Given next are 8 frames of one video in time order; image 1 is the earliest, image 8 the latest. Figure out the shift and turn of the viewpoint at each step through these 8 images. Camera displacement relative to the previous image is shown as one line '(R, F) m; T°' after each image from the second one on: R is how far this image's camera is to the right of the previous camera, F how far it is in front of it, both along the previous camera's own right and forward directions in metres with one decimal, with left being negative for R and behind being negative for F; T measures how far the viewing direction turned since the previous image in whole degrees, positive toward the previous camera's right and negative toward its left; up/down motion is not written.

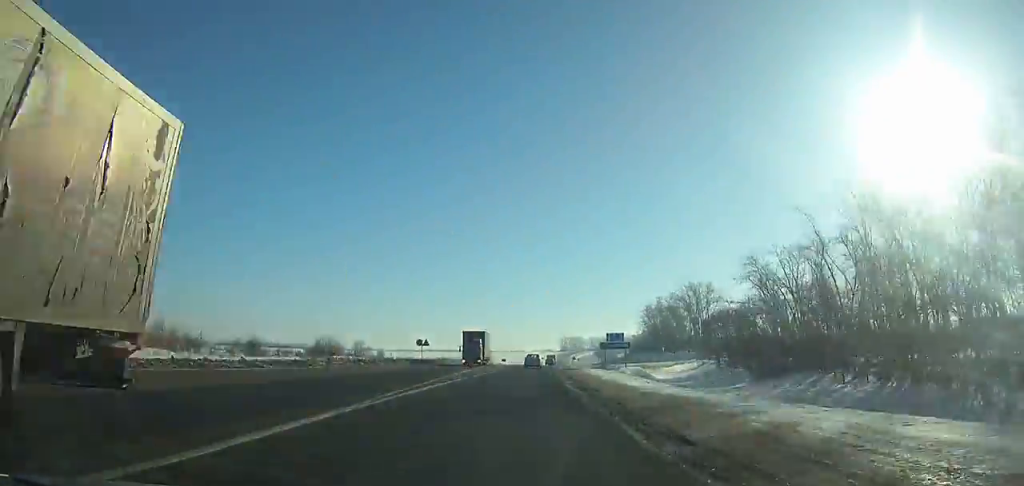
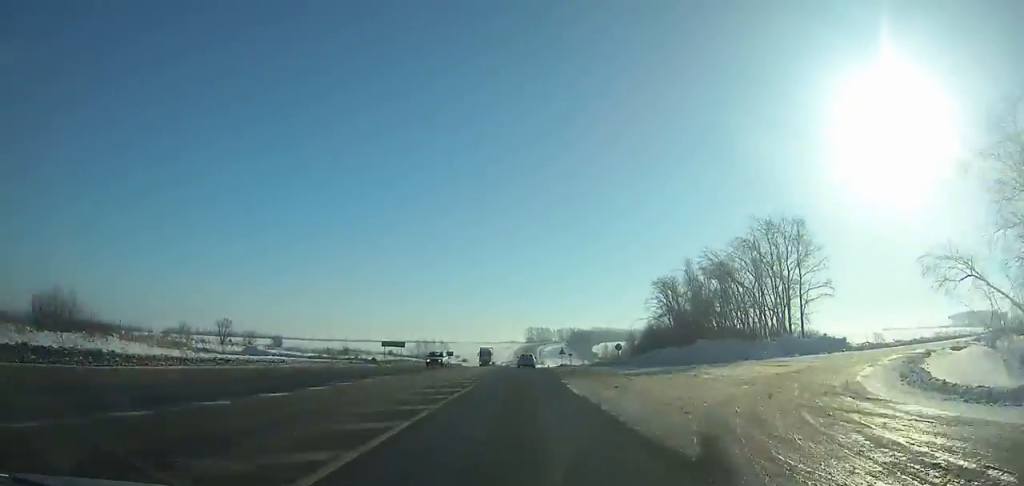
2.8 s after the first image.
(+1.2, +64.8) m; +1°
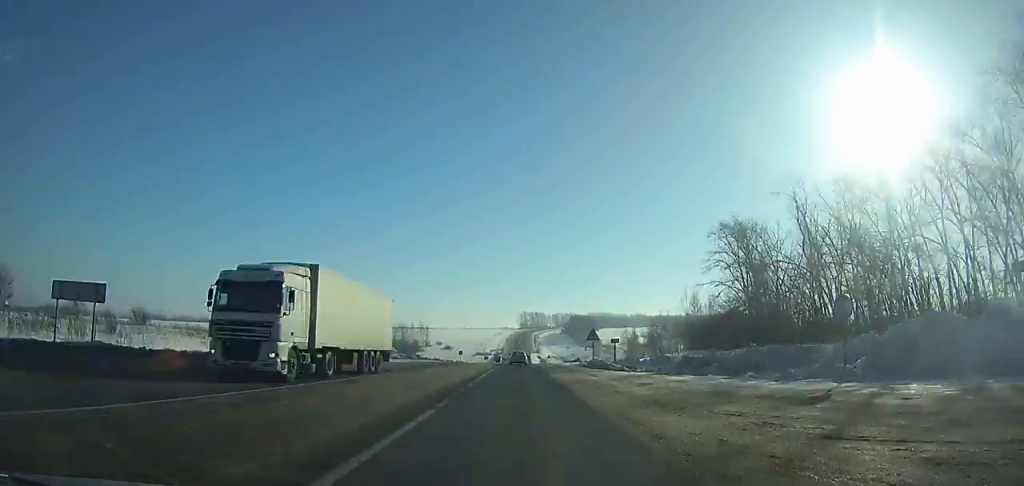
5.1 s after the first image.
(+0.5, +53.5) m; +1°
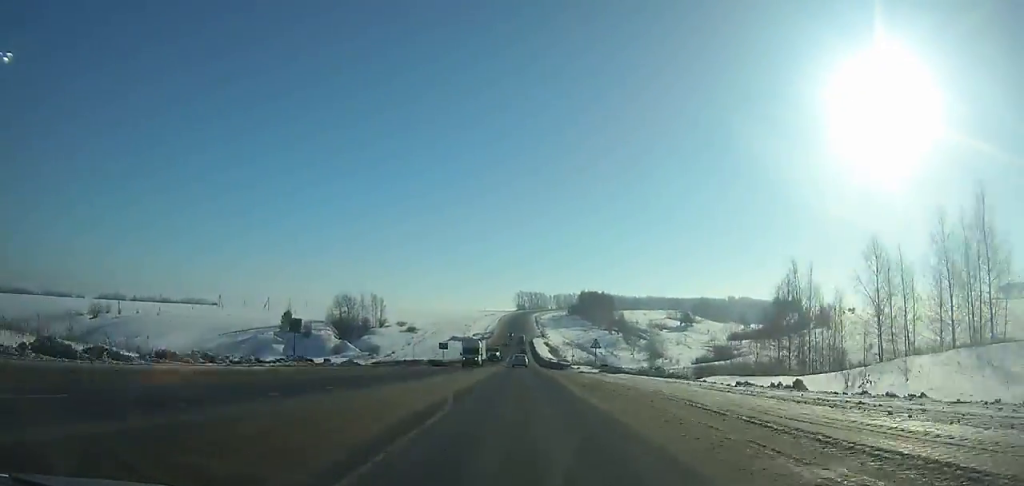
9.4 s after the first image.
(+0.8, +101.3) m; +1°
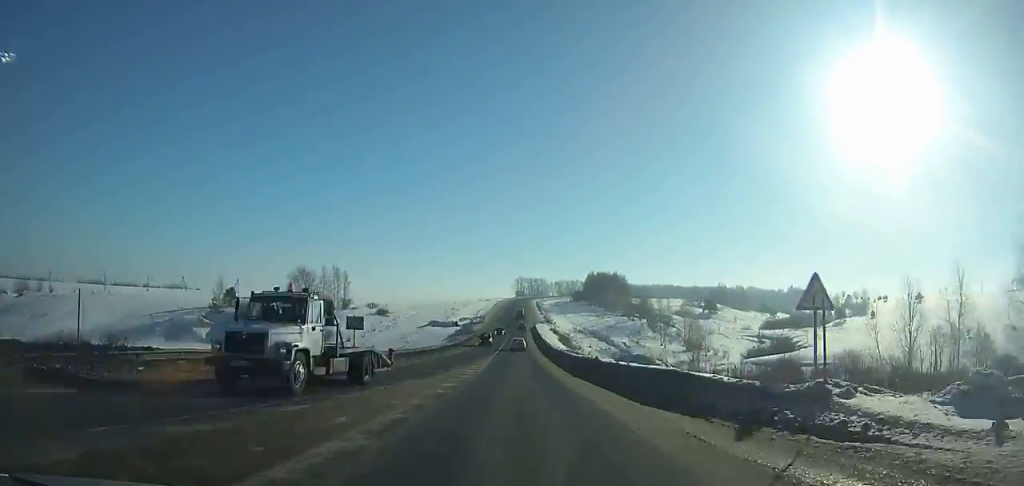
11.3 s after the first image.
(+0.1, +45.4) m; 0°
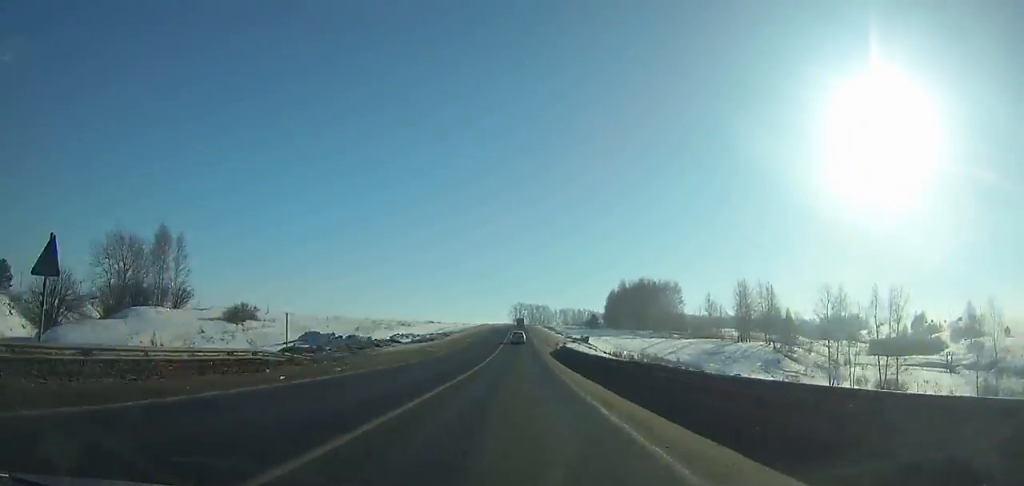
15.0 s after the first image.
(+0.2, +89.1) m; 0°
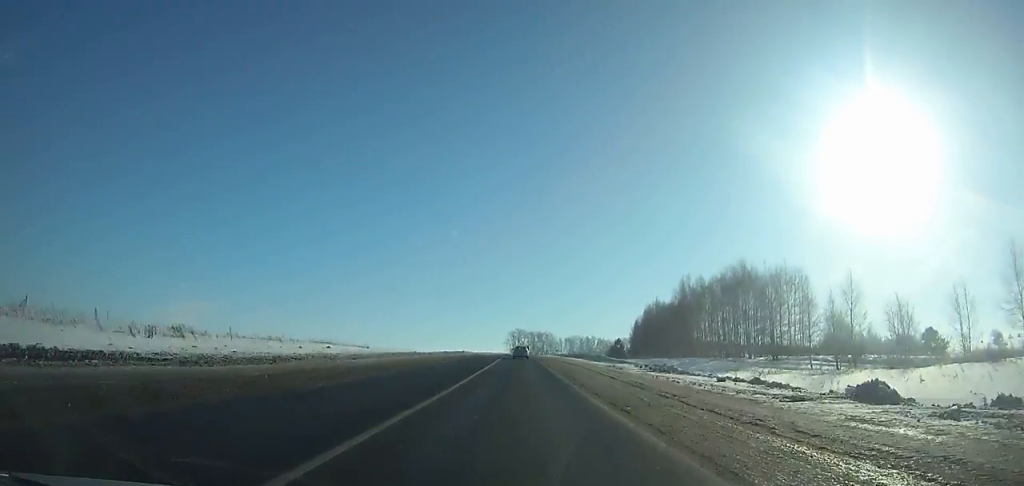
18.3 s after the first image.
(+0.2, +79.3) m; 0°
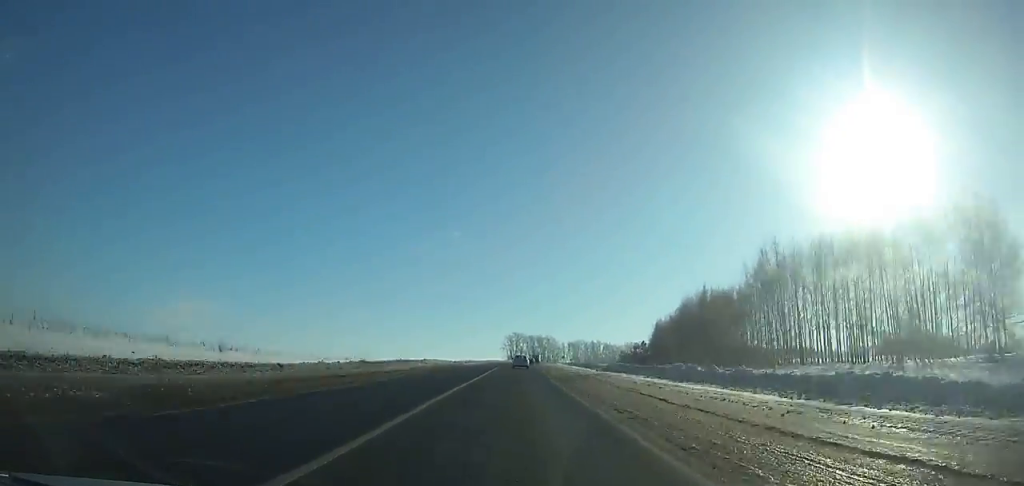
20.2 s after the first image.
(+0.1, +45.2) m; 0°
